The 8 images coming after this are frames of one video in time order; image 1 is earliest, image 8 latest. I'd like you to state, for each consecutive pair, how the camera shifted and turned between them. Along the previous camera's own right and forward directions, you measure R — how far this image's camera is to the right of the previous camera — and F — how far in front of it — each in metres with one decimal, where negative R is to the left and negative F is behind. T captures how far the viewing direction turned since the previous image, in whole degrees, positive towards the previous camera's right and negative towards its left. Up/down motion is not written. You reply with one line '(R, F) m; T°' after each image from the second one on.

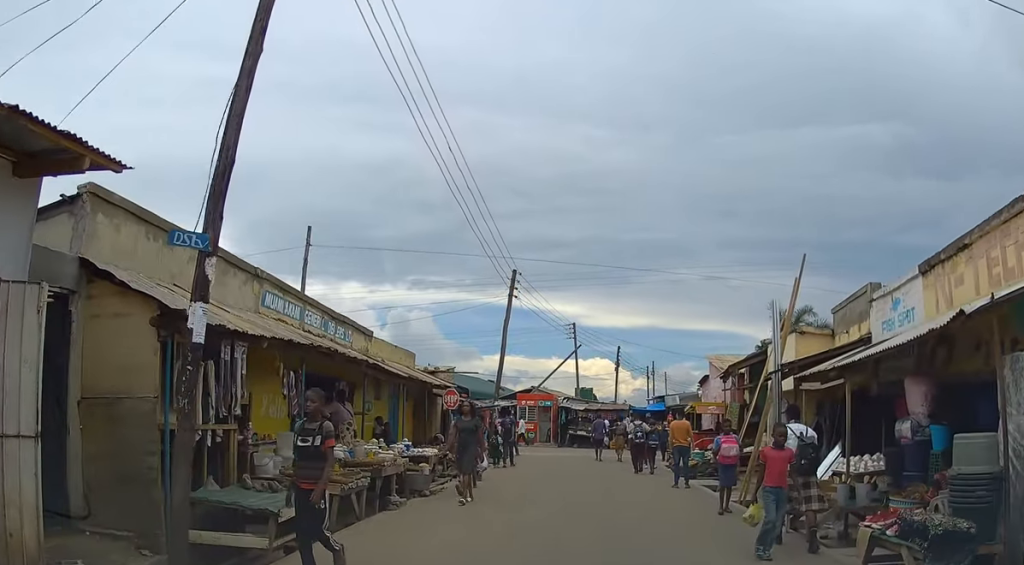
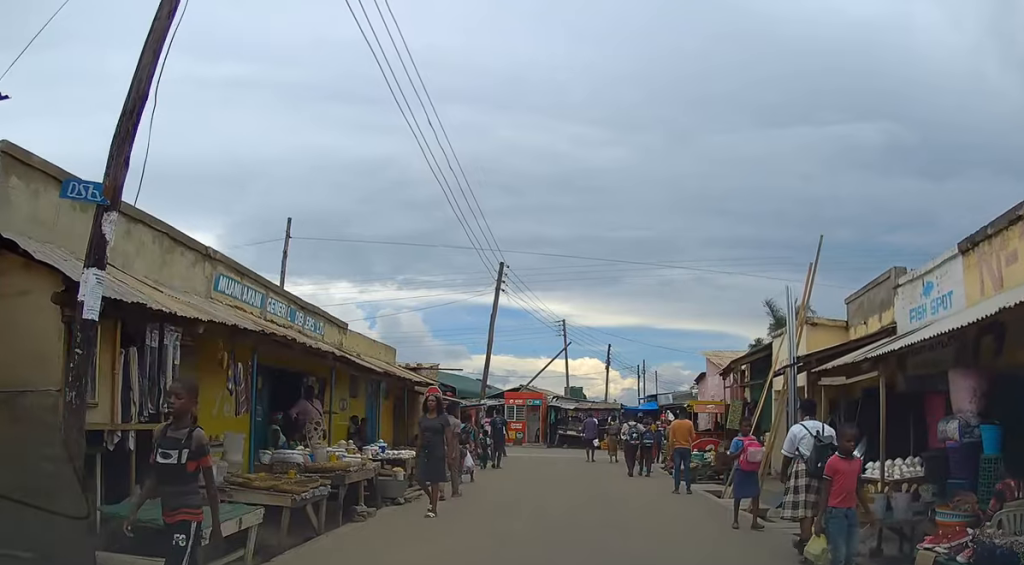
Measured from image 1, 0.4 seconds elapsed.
(0.0, +1.4) m; +1°
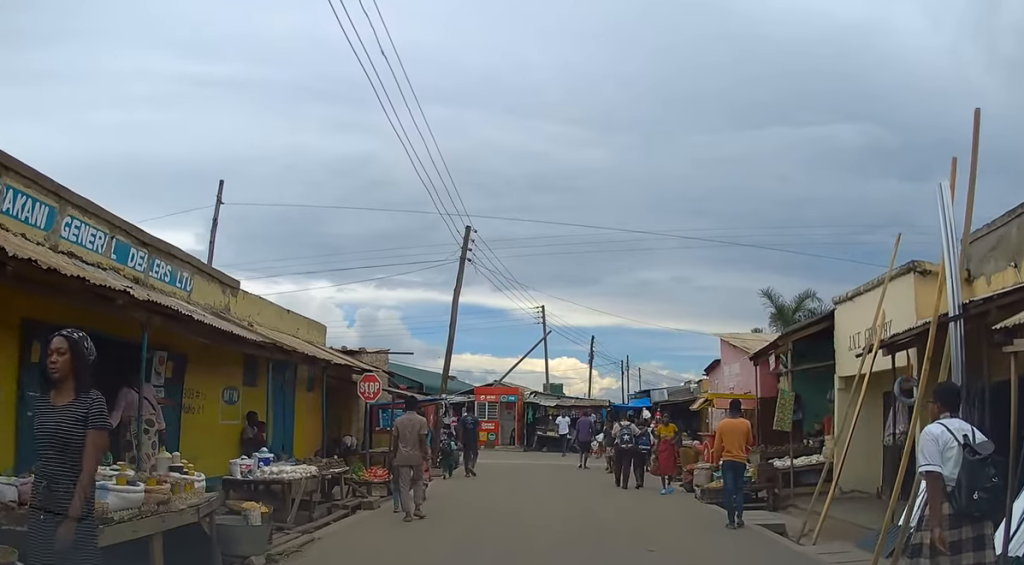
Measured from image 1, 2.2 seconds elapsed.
(+0.3, +5.3) m; +4°
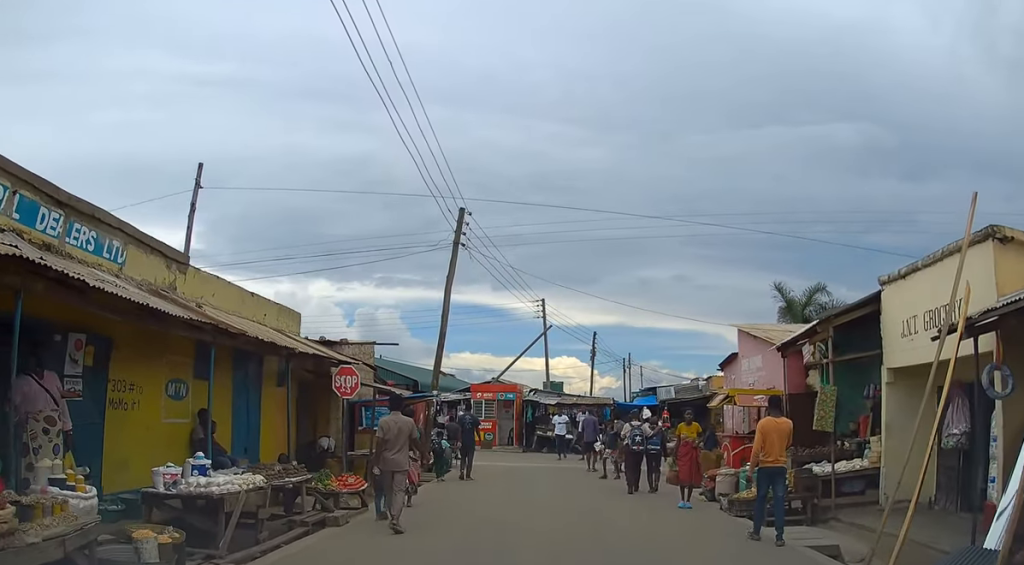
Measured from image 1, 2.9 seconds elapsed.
(0.0, +1.9) m; 0°
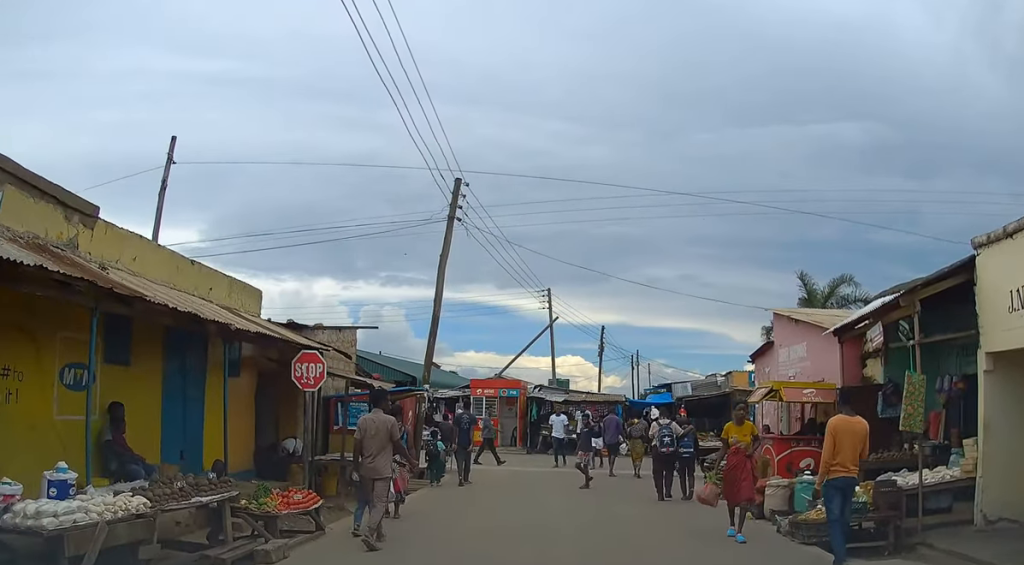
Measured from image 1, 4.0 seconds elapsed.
(0.0, +2.6) m; -3°
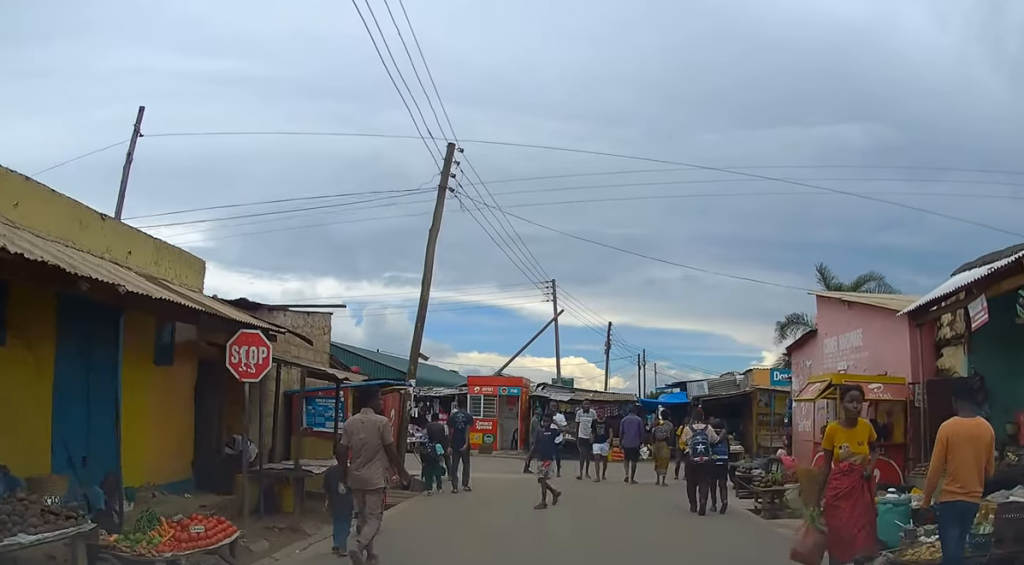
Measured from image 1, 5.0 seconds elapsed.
(-0.1, +2.5) m; -2°
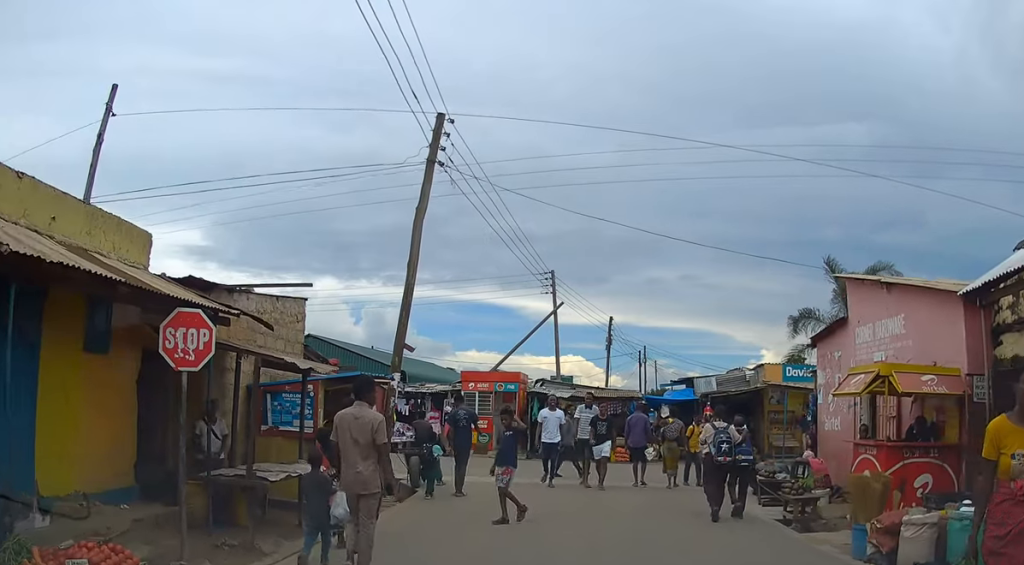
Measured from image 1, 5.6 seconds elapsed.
(0.0, +1.5) m; +2°
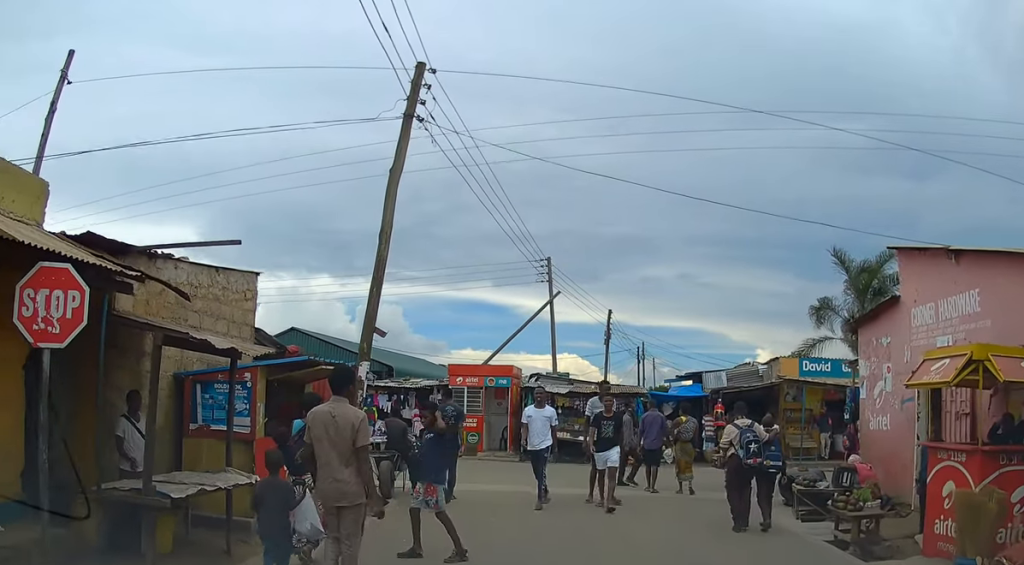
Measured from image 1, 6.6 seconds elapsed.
(+0.2, +2.2) m; +8°
